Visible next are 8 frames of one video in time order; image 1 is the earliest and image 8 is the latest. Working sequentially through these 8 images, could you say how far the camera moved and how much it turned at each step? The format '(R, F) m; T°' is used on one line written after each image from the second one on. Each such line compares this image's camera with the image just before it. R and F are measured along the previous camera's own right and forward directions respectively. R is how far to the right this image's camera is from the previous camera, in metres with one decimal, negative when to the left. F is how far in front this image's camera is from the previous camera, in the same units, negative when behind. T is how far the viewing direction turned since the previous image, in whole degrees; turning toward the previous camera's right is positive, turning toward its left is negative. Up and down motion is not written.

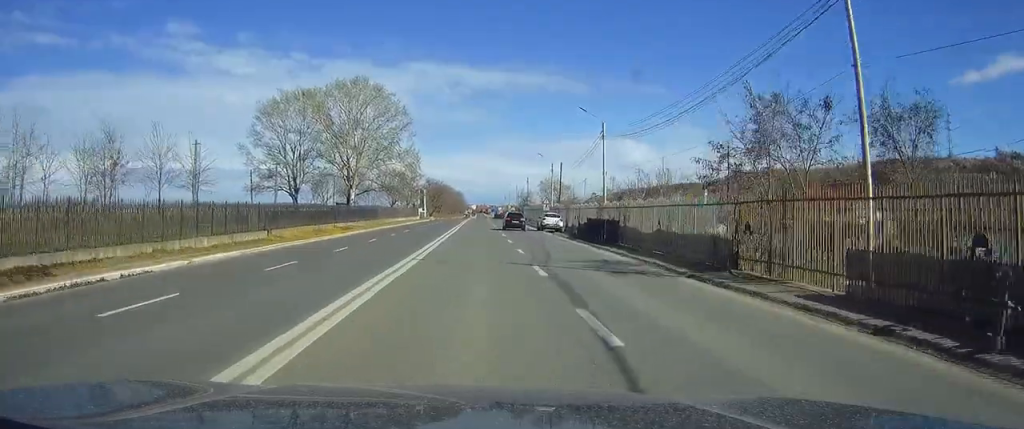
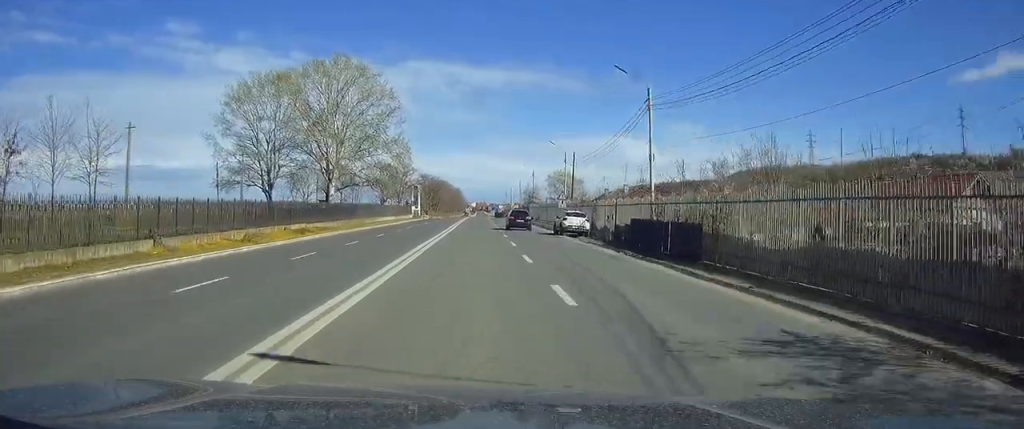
(0.0, +14.7) m; 0°
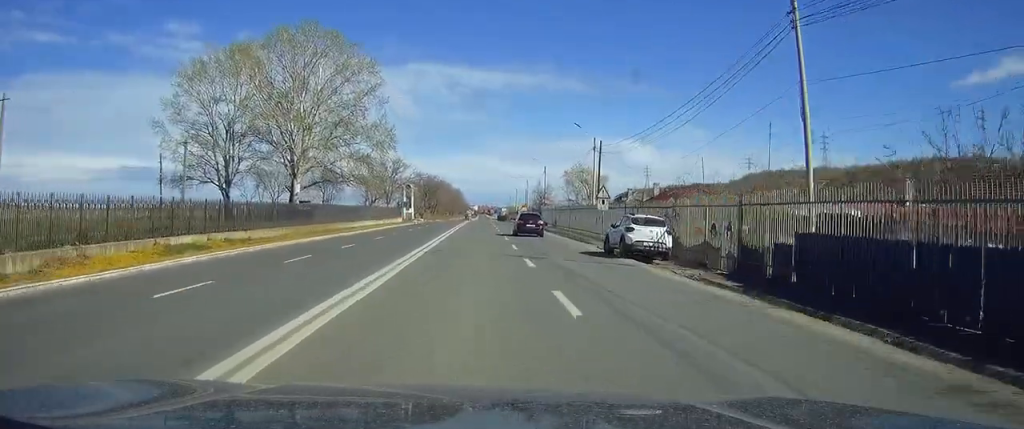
(0.0, +18.5) m; 0°
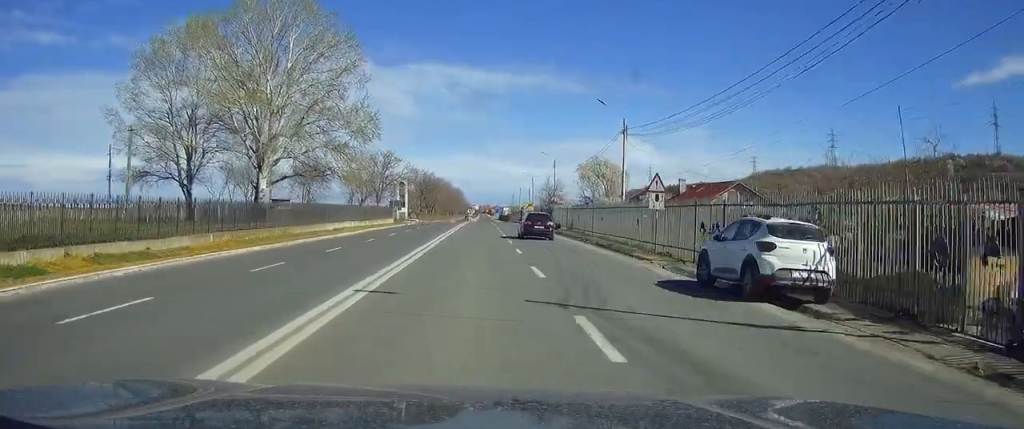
(+0.1, +12.0) m; 0°
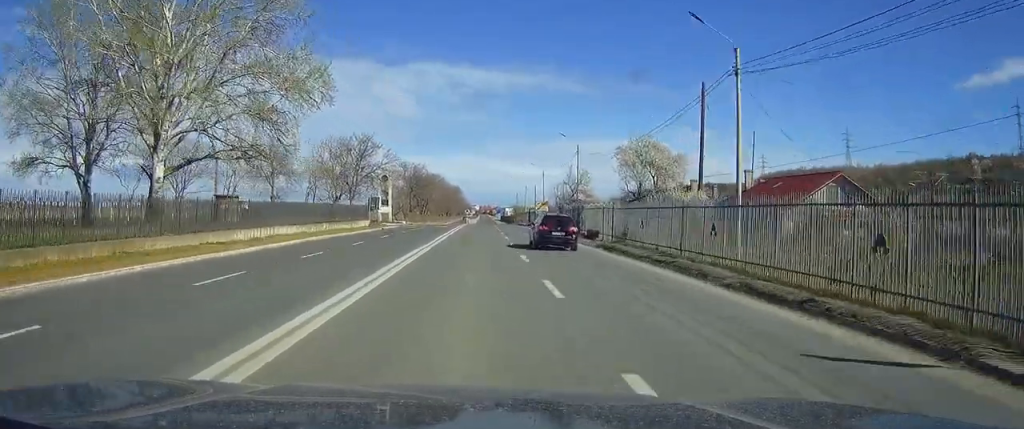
(-0.1, +21.3) m; 0°
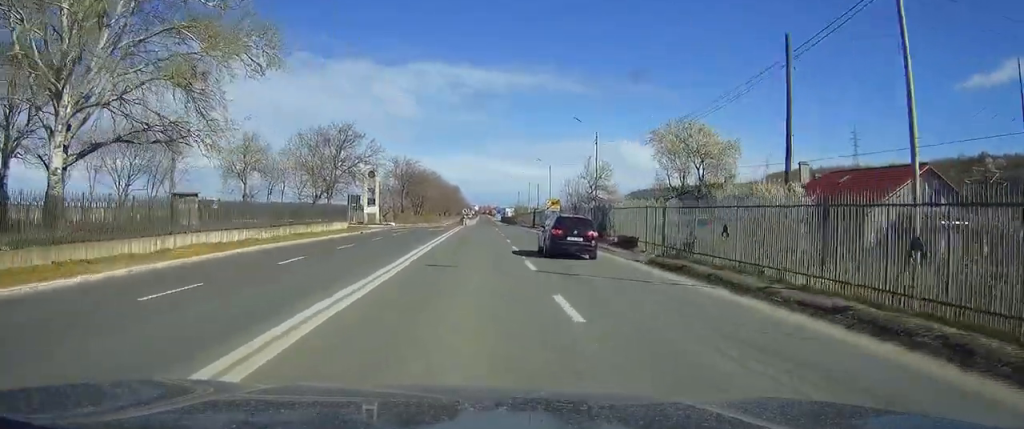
(0.0, +11.6) m; 0°
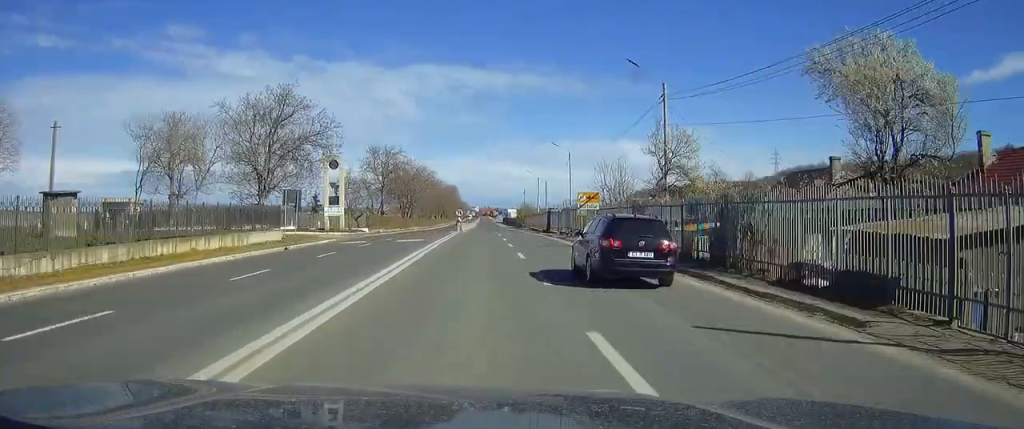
(0.0, +21.8) m; 0°
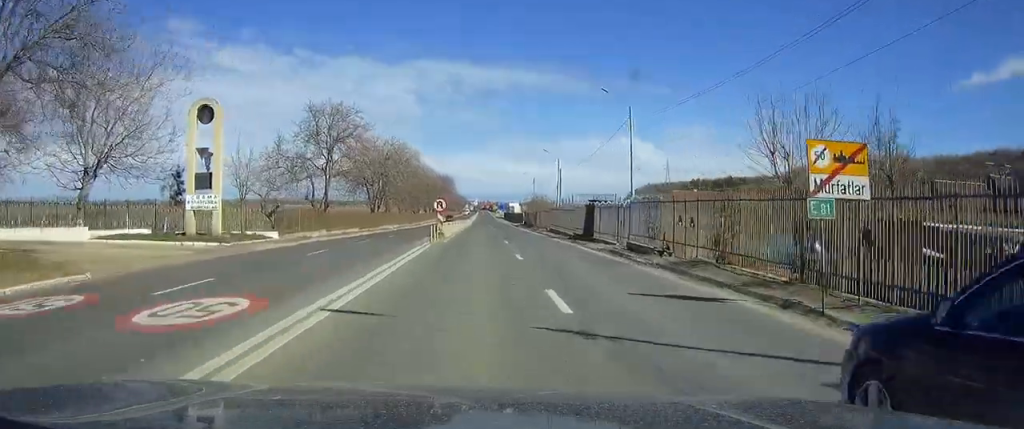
(0.0, +30.7) m; 0°
